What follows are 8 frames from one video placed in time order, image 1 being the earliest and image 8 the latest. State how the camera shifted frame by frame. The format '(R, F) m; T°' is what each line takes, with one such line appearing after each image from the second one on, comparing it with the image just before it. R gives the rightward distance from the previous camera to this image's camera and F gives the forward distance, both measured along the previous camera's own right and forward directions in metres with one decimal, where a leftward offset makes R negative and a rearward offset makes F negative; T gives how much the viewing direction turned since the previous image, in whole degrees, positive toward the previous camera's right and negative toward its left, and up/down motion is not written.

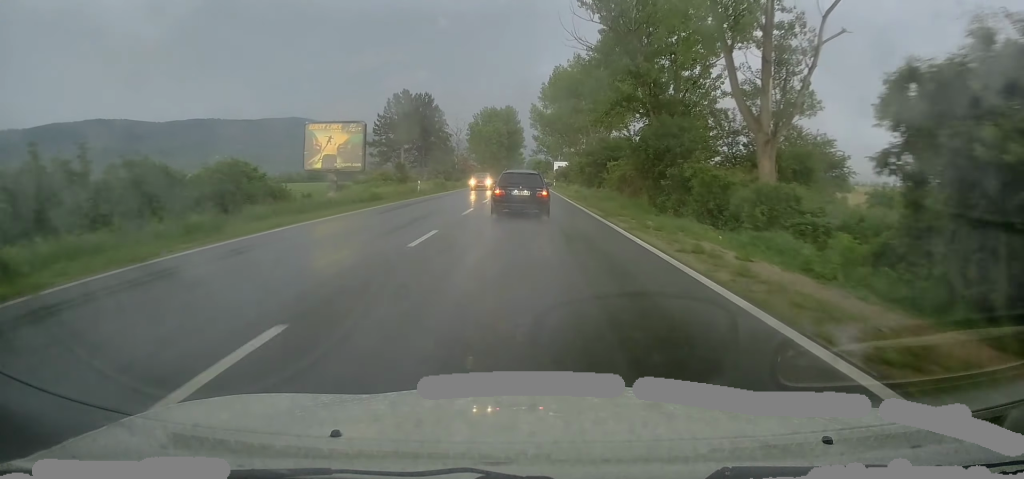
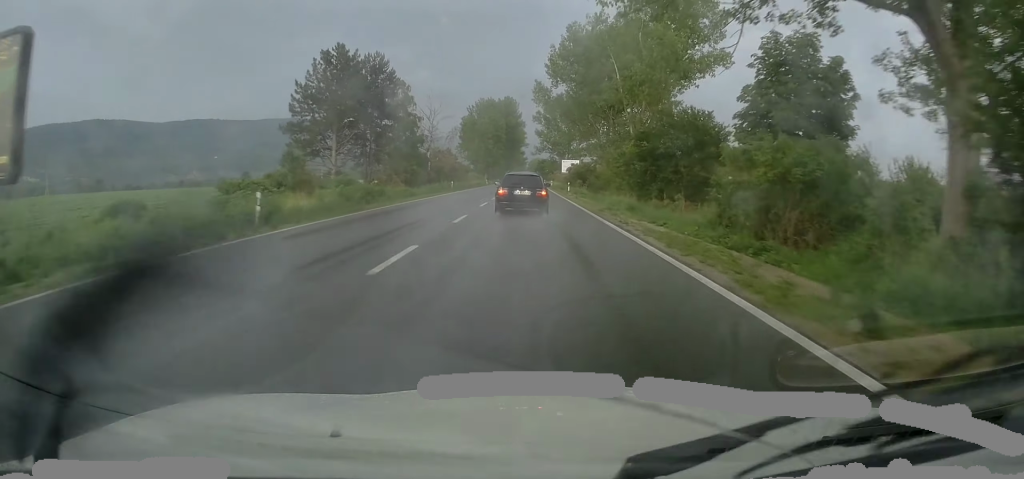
(-0.1, +29.6) m; 0°
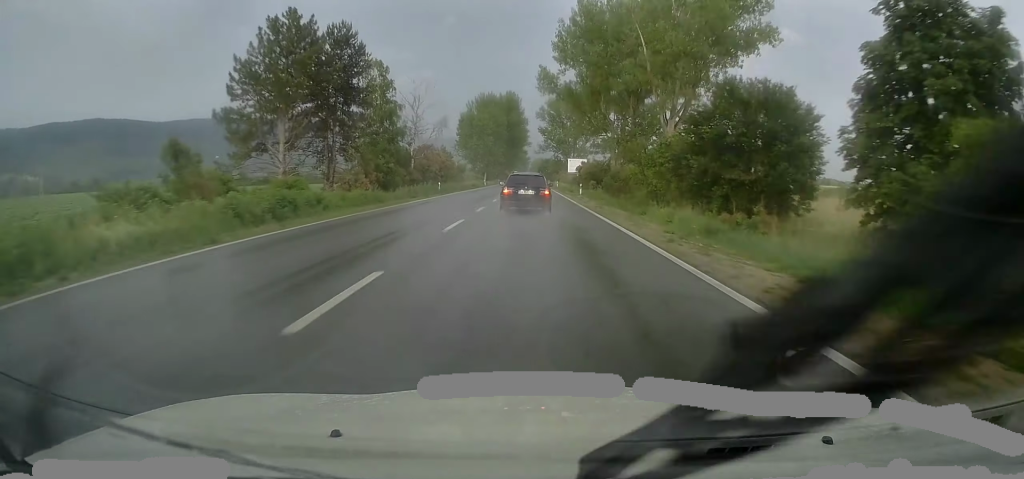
(0.0, +11.8) m; 0°
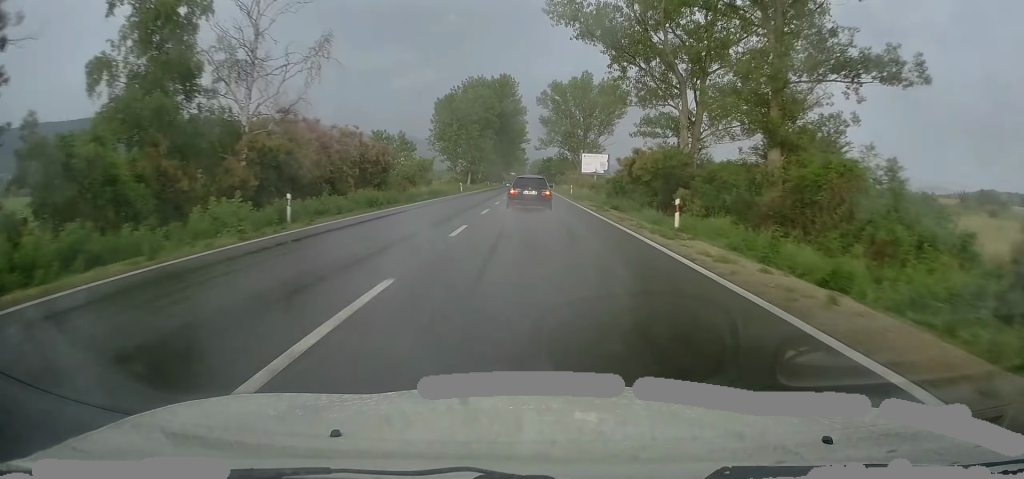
(-0.7, +35.7) m; -1°
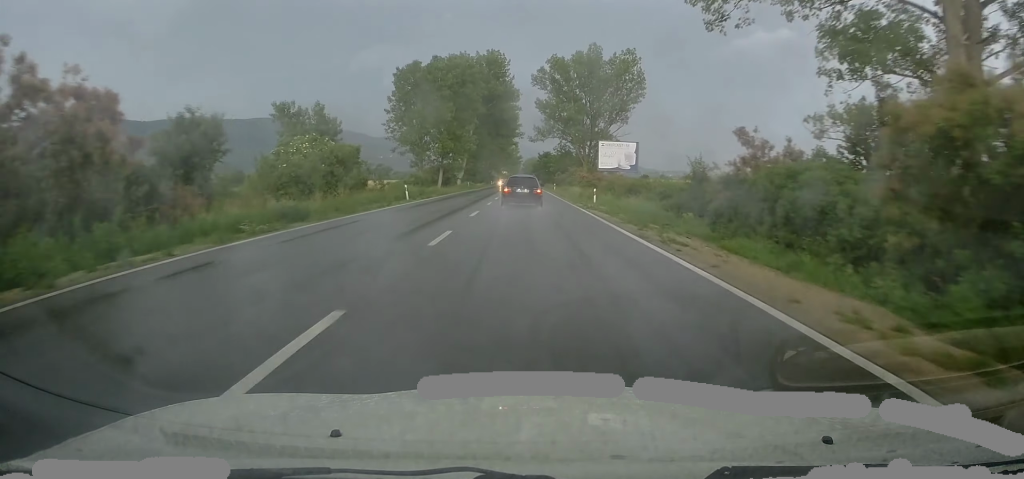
(+0.7, +28.3) m; +2°
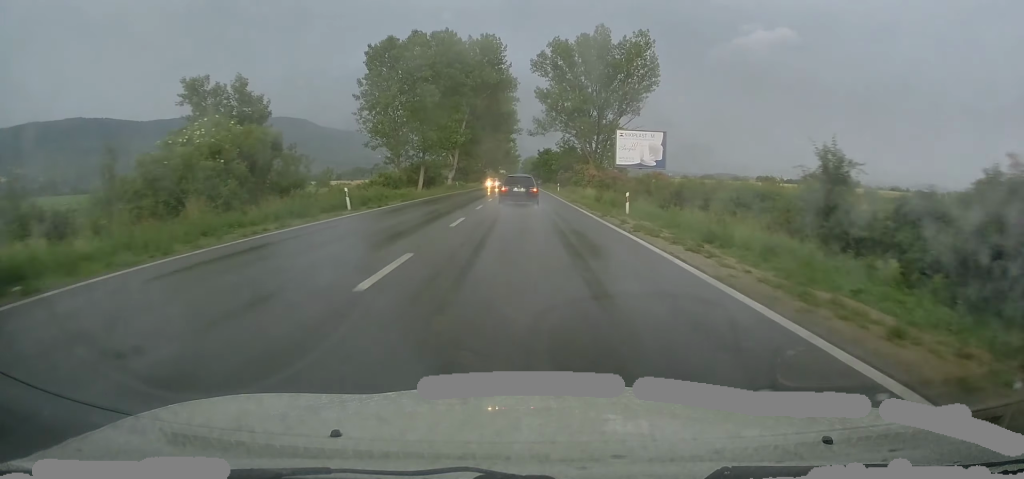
(-0.1, +13.2) m; +1°
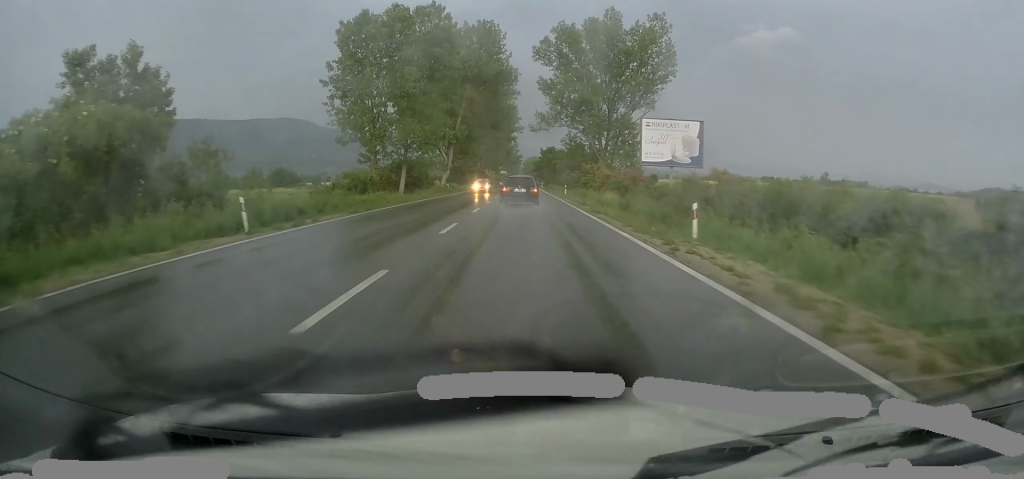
(+0.2, +10.6) m; -1°
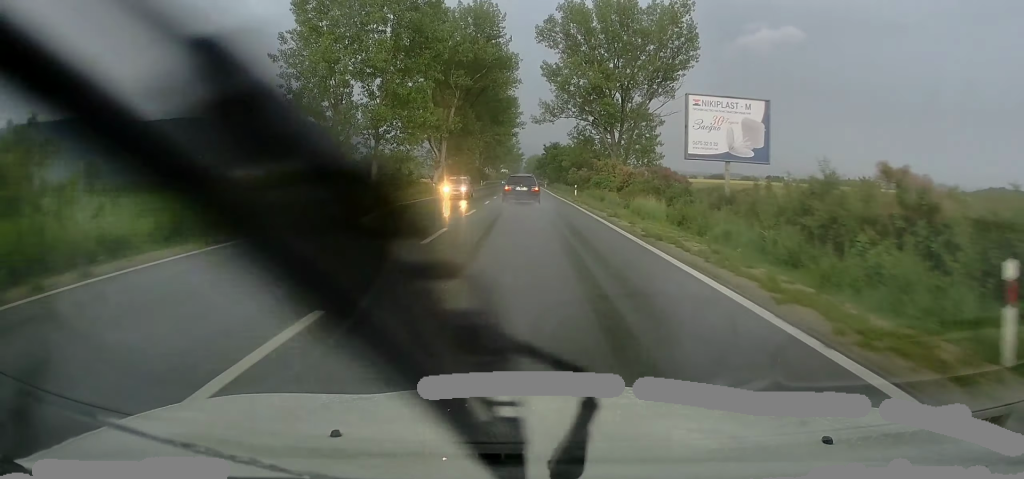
(+0.3, +11.3) m; -1°
